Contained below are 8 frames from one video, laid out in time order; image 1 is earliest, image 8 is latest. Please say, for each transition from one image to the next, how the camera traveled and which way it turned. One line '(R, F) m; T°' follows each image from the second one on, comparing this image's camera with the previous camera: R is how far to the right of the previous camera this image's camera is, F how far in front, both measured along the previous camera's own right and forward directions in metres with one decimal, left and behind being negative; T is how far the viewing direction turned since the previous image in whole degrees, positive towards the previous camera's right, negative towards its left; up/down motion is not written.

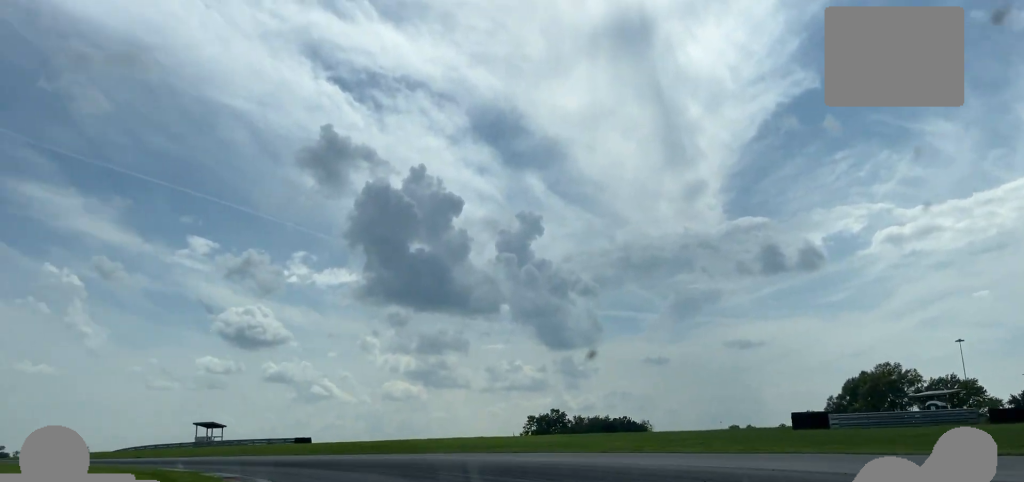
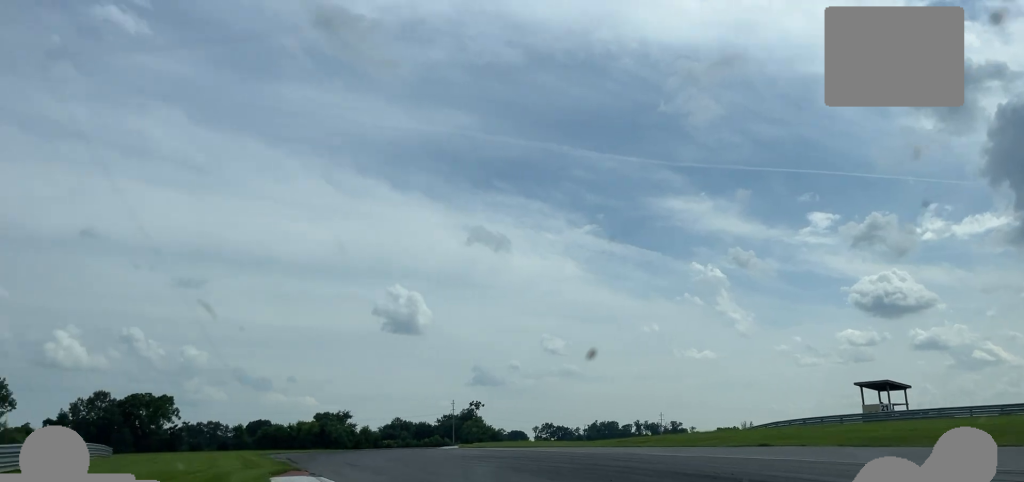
(-15.9, +37.2) m; -41°
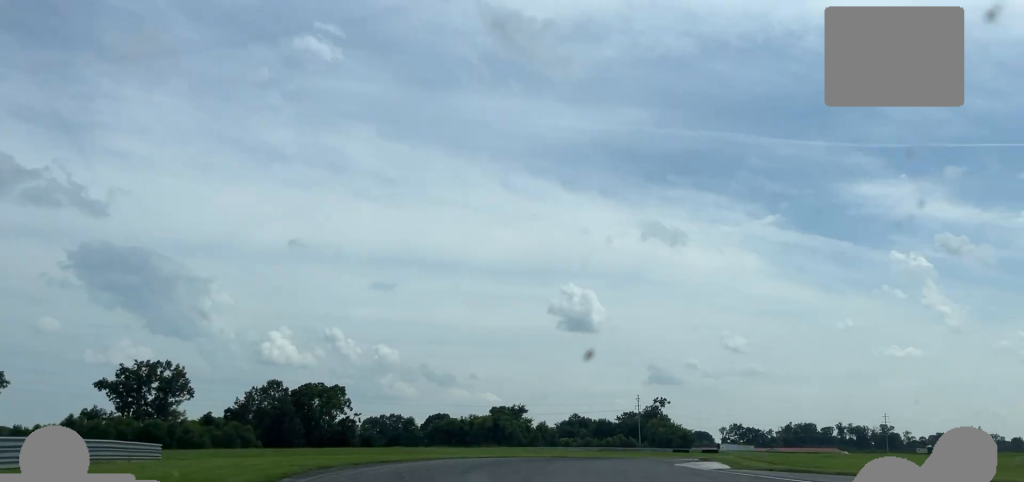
(-3.5, +25.3) m; -6°
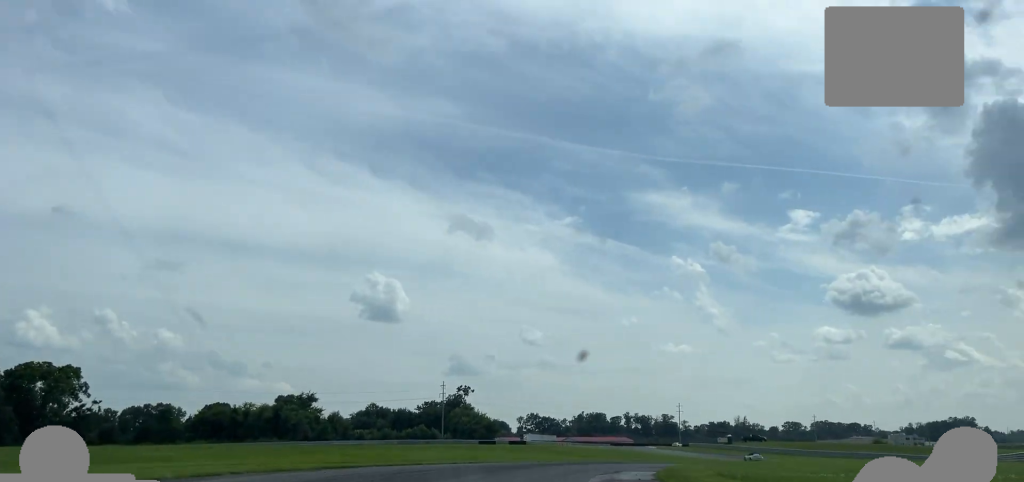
(-0.6, +20.5) m; +7°
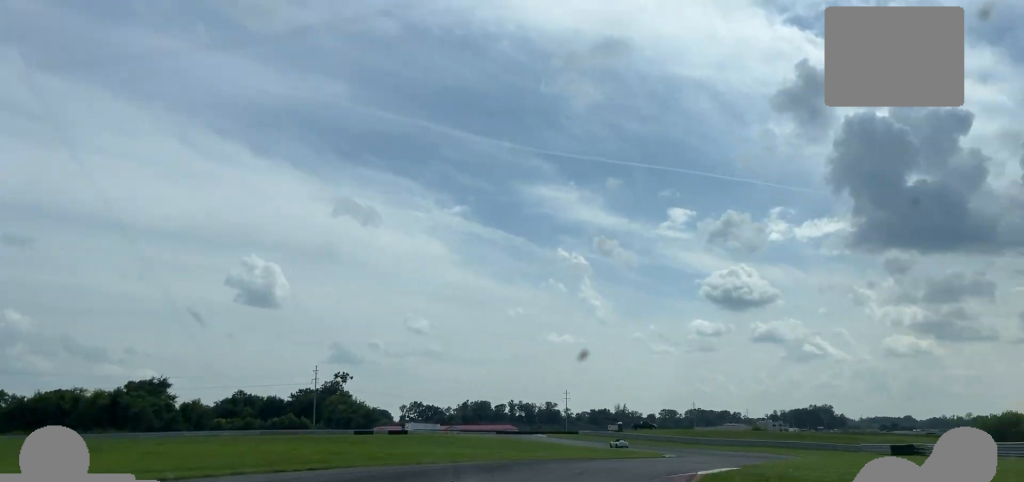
(+1.6, +13.4) m; +9°
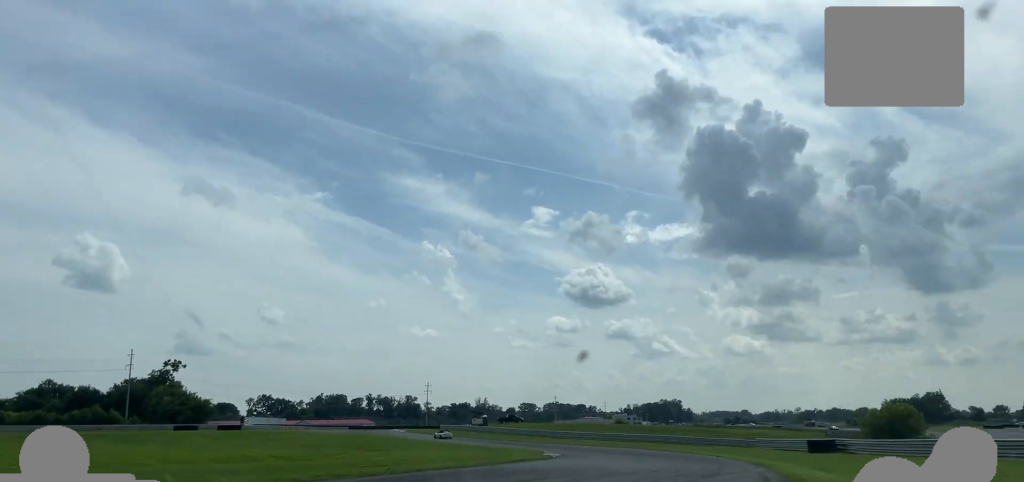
(+1.0, +15.4) m; +8°
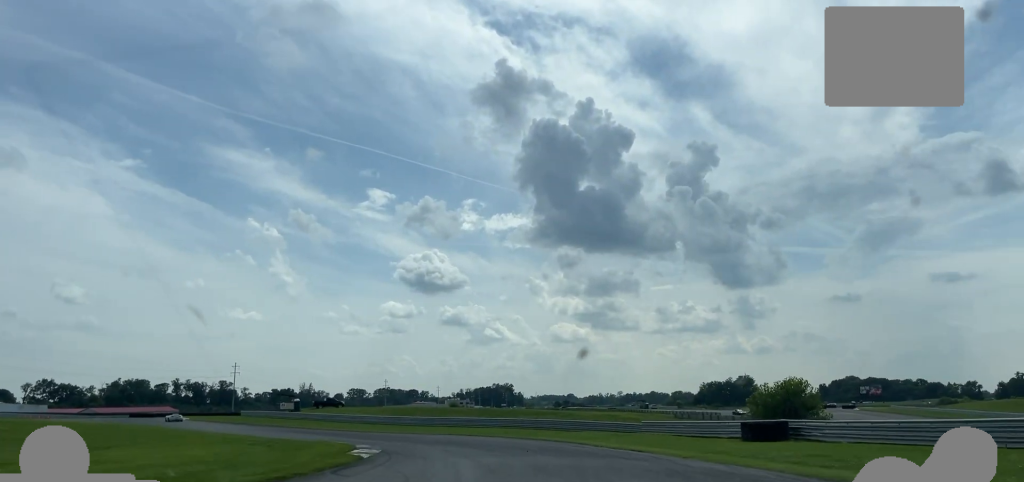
(+2.4, +22.6) m; +8°
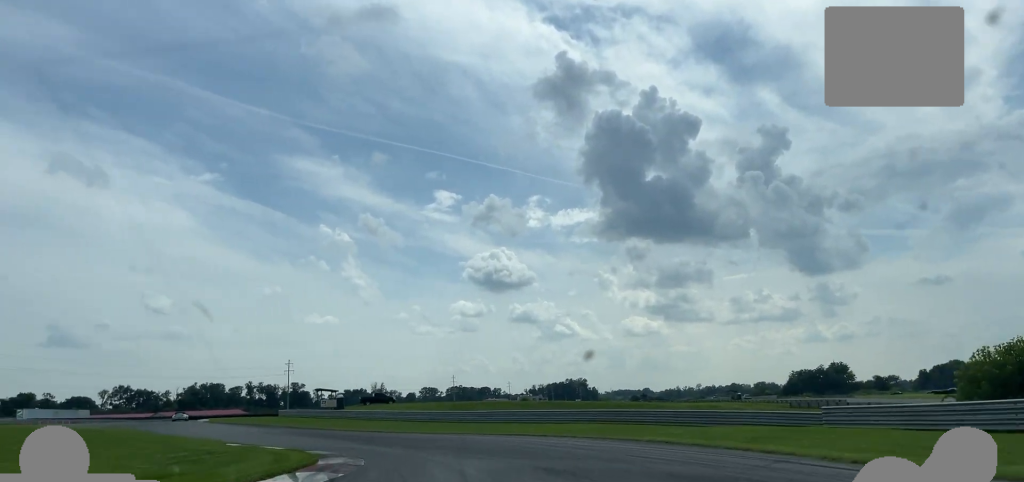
(+0.7, +21.8) m; -5°
